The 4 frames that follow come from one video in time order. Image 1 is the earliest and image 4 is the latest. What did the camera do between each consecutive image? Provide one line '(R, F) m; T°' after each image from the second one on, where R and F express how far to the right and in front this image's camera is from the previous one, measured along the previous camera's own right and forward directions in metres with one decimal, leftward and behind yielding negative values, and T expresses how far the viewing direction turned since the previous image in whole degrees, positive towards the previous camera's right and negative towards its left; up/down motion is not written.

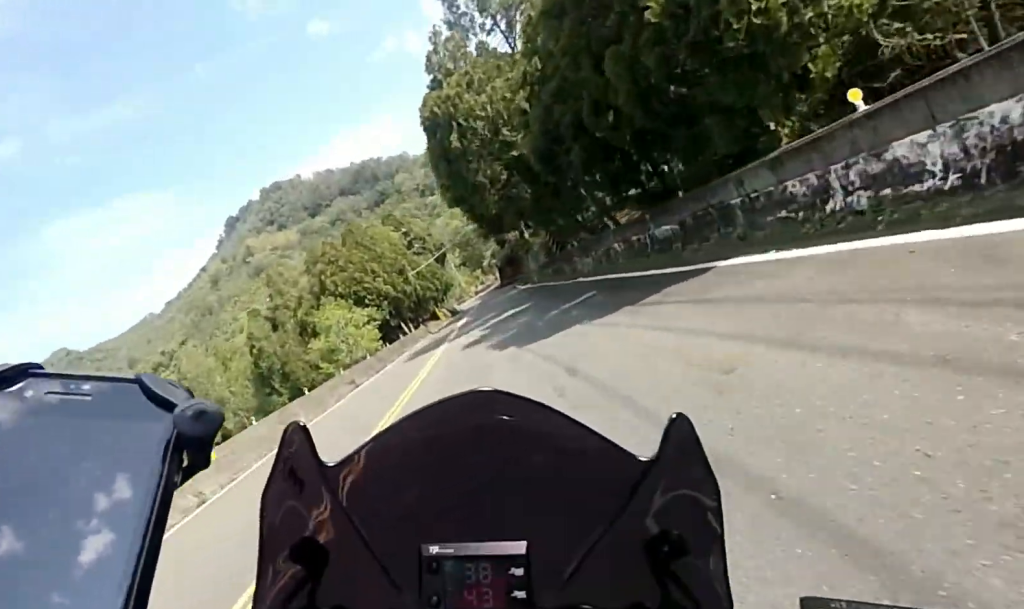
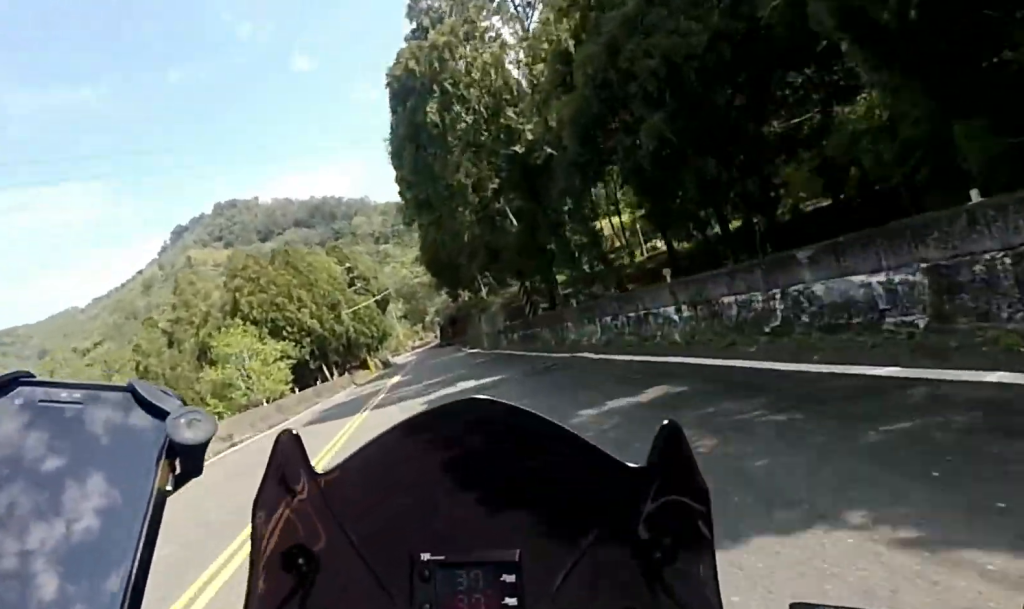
(+0.2, +6.4) m; +7°
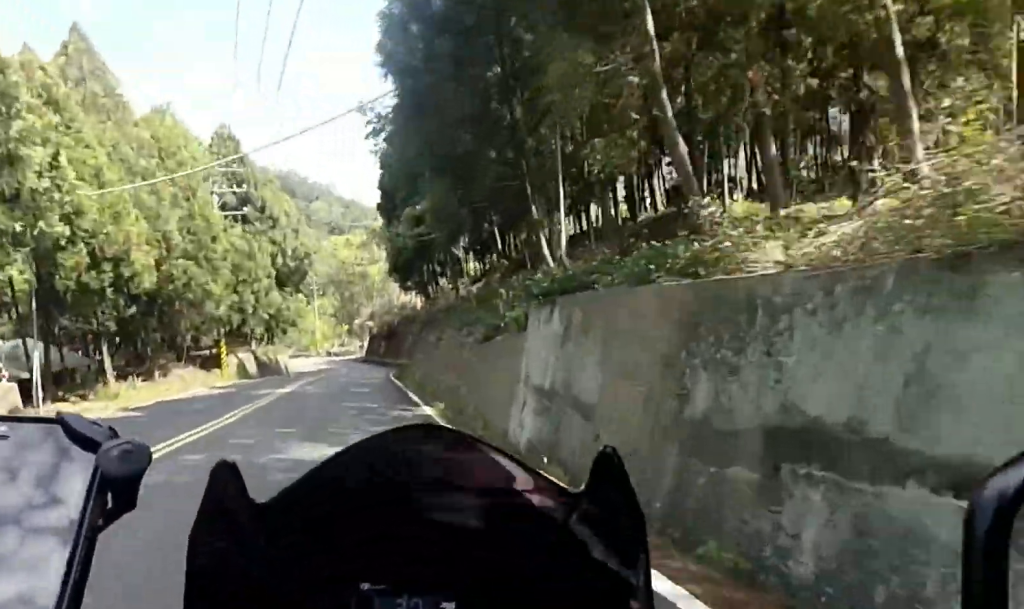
(+2.6, +26.5) m; +10°
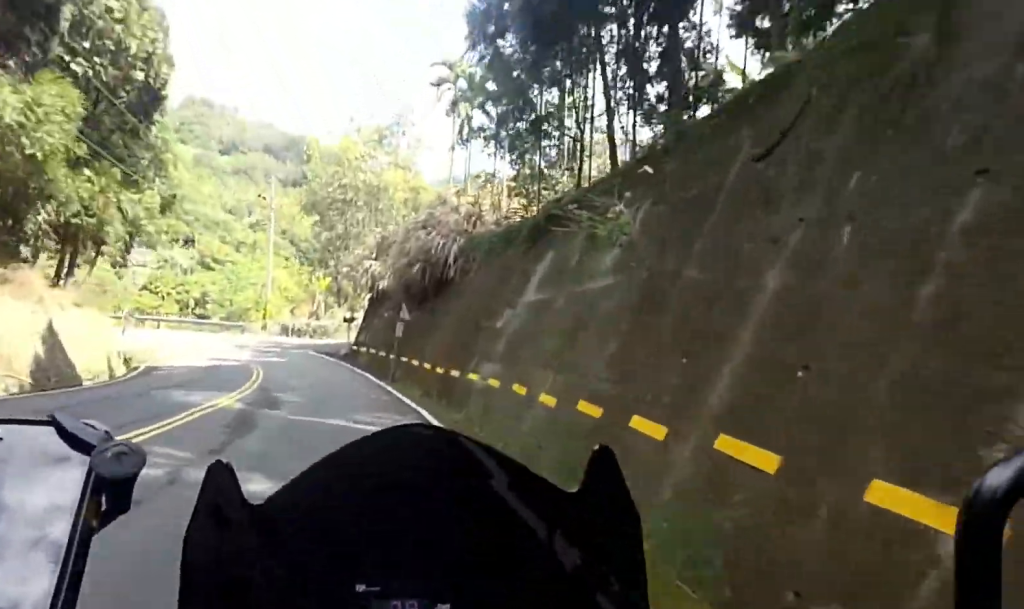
(+6.8, +45.8) m; +13°
